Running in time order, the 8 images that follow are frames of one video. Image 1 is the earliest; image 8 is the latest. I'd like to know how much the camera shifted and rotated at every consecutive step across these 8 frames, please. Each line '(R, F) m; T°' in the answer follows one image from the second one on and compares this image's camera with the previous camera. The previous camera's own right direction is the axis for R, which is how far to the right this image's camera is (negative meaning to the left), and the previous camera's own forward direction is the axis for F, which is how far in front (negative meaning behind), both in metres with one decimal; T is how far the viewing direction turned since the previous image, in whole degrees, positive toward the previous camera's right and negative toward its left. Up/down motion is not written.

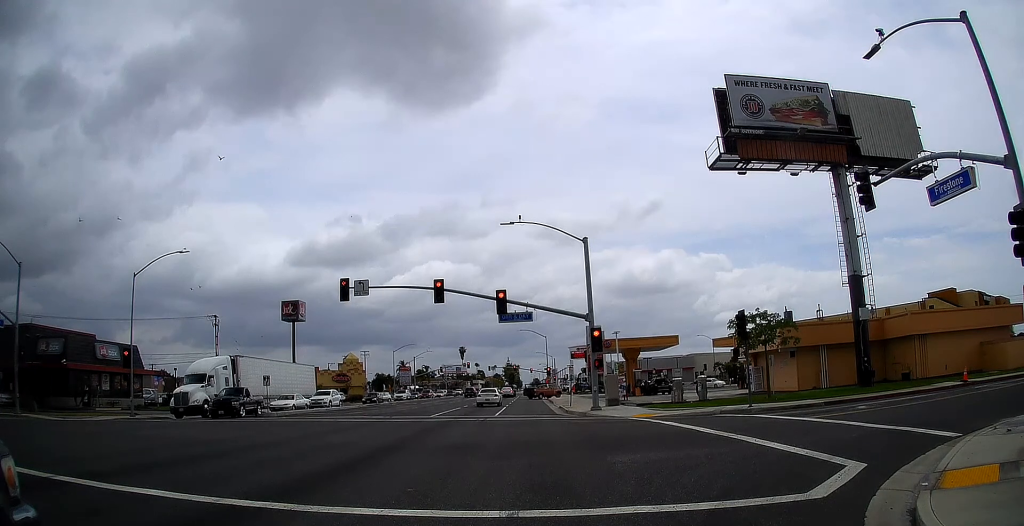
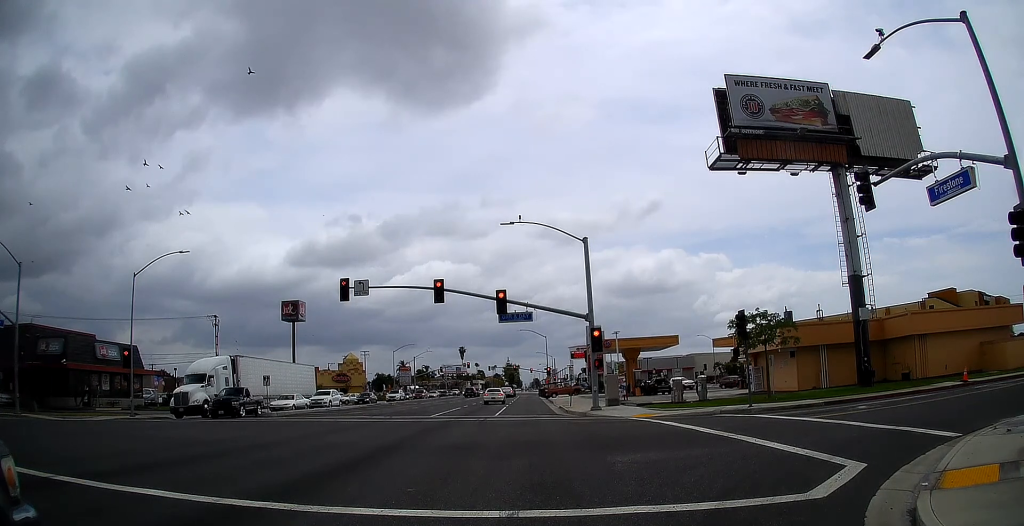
(0.0, 0.0) m; 0°
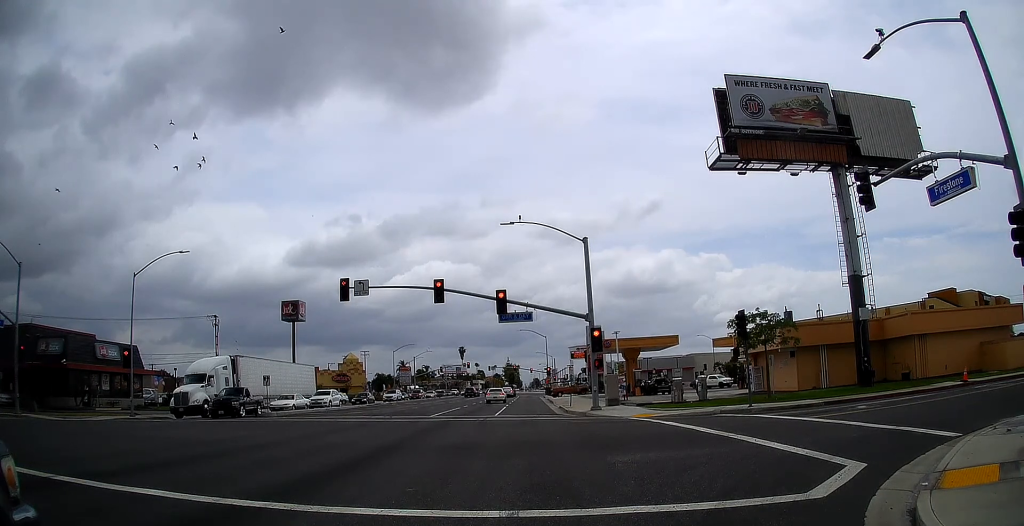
(0.0, 0.0) m; 0°
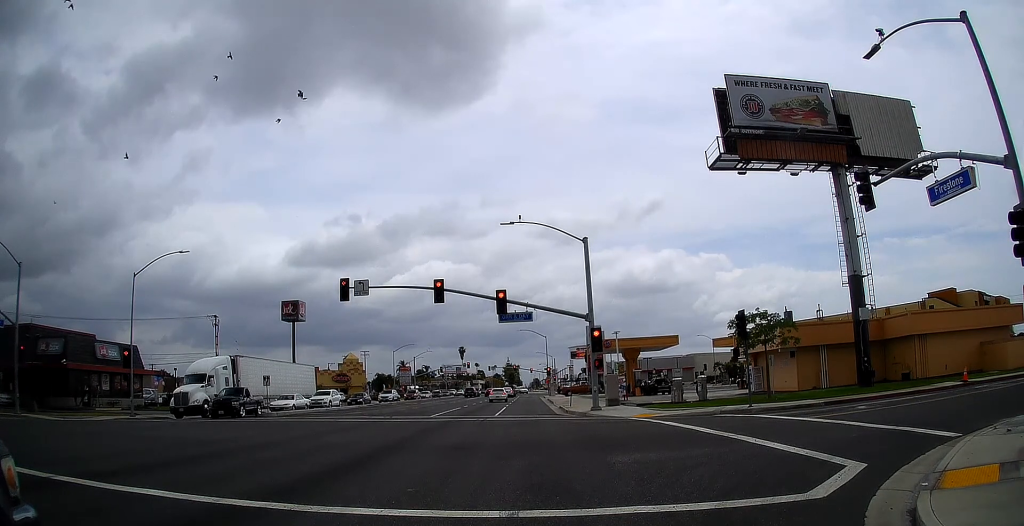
(0.0, 0.0) m; 0°
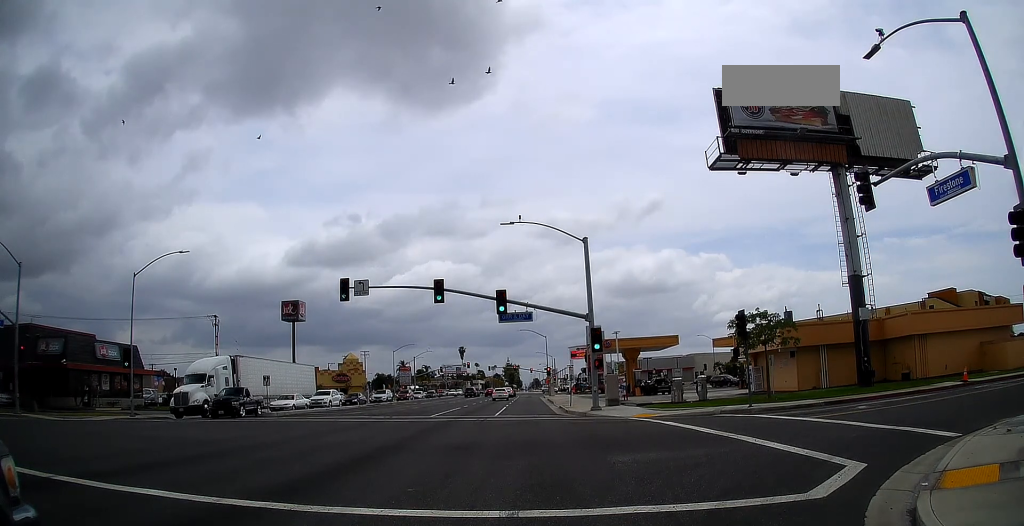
(0.0, 0.0) m; 0°
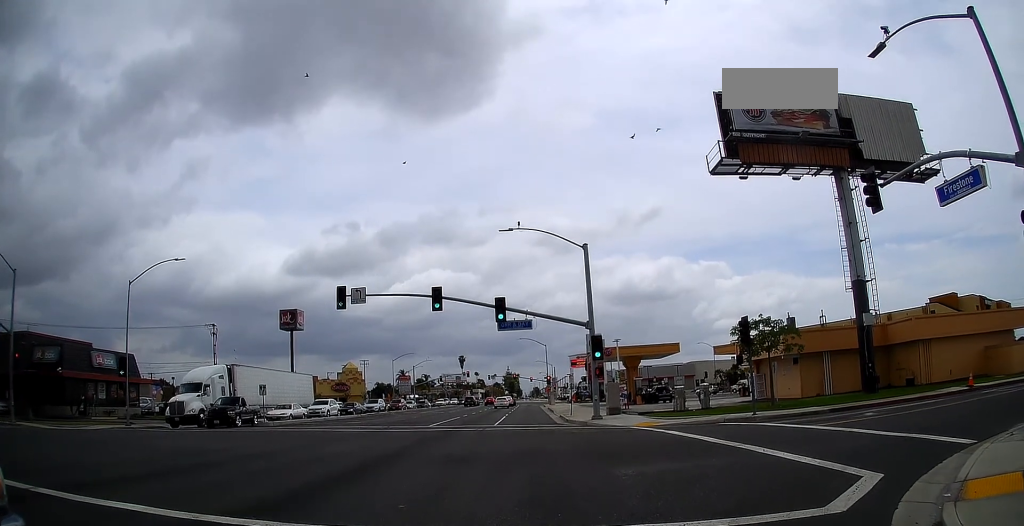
(+0.1, -0.2) m; 0°
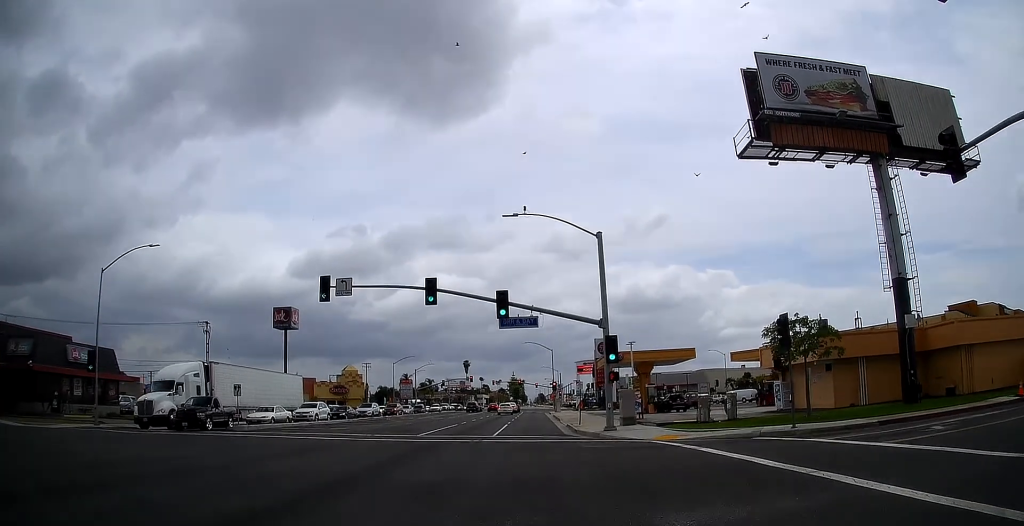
(-0.3, +1.3) m; +3°
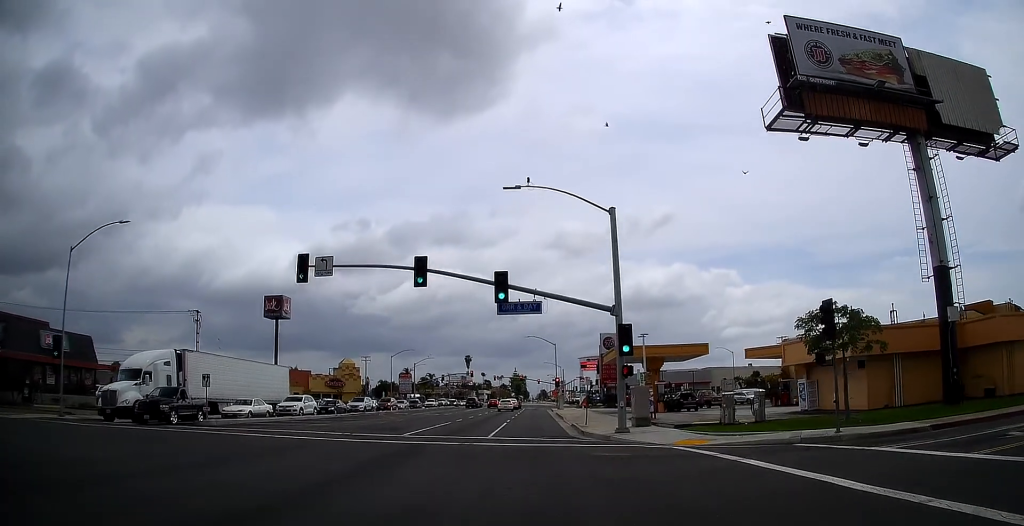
(+0.2, +2.4) m; +1°
